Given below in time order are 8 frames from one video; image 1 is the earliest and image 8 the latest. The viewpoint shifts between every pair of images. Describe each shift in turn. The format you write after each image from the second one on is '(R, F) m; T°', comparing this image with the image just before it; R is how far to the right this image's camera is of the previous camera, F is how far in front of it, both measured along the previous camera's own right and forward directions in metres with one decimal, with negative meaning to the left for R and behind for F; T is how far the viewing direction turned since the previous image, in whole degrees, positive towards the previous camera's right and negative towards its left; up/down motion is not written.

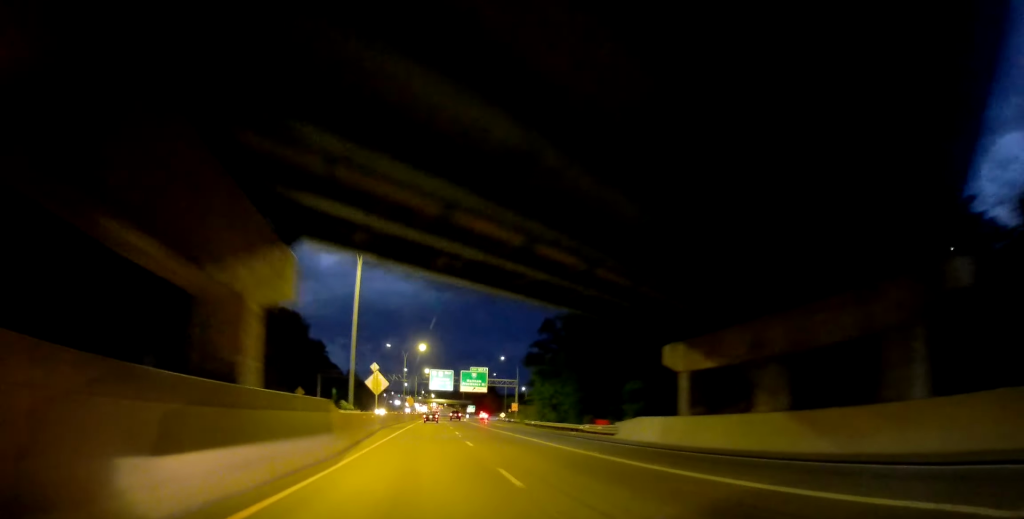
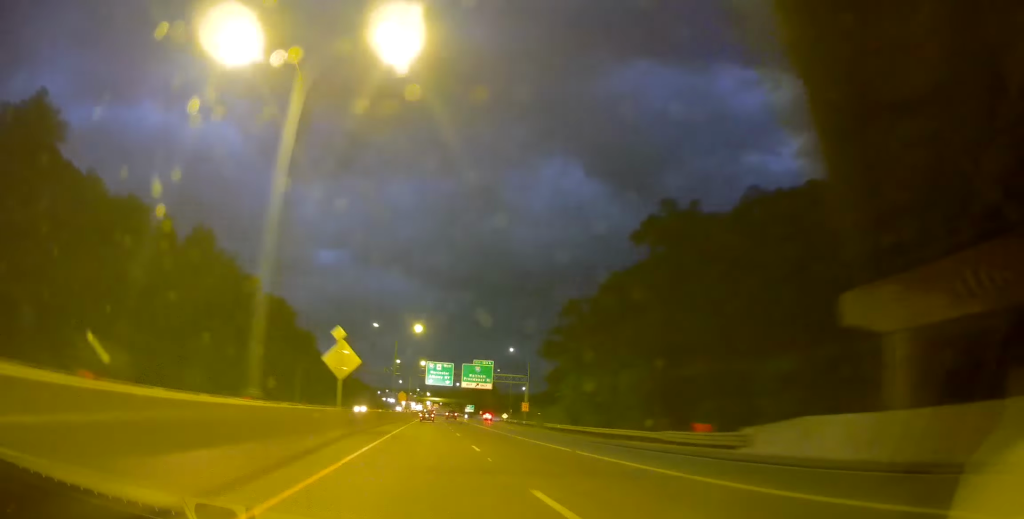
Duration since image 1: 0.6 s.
(0.0, +15.9) m; +1°
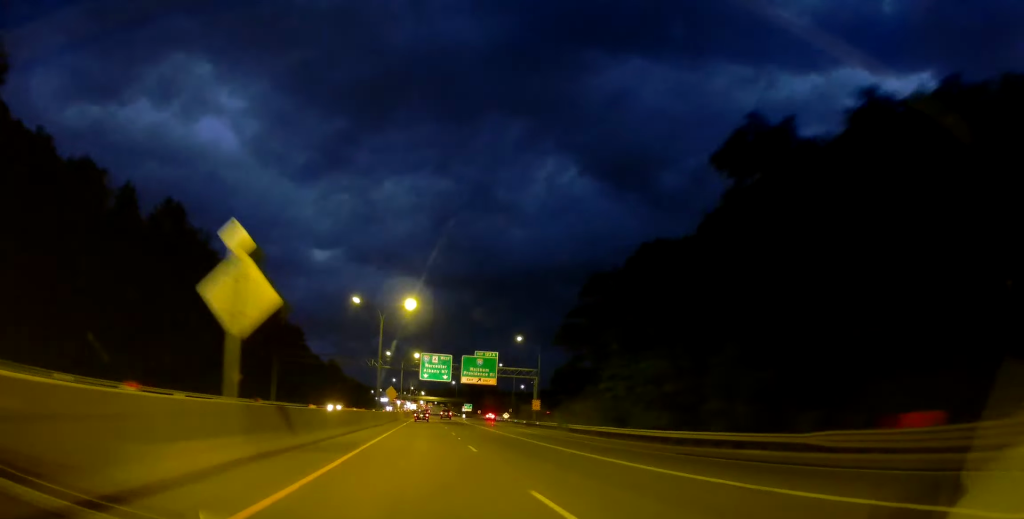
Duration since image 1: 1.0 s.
(-0.2, +13.1) m; +1°
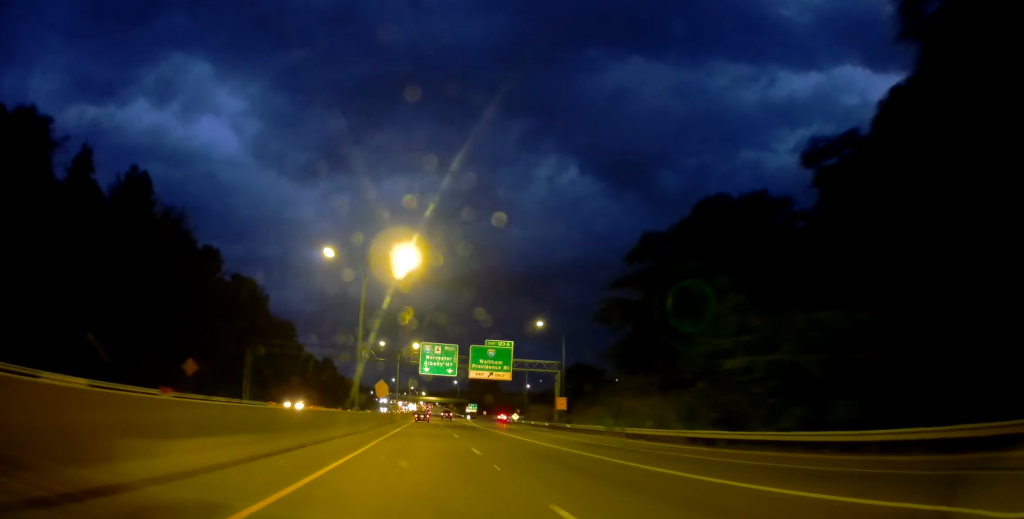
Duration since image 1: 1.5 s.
(+0.4, +14.2) m; +1°
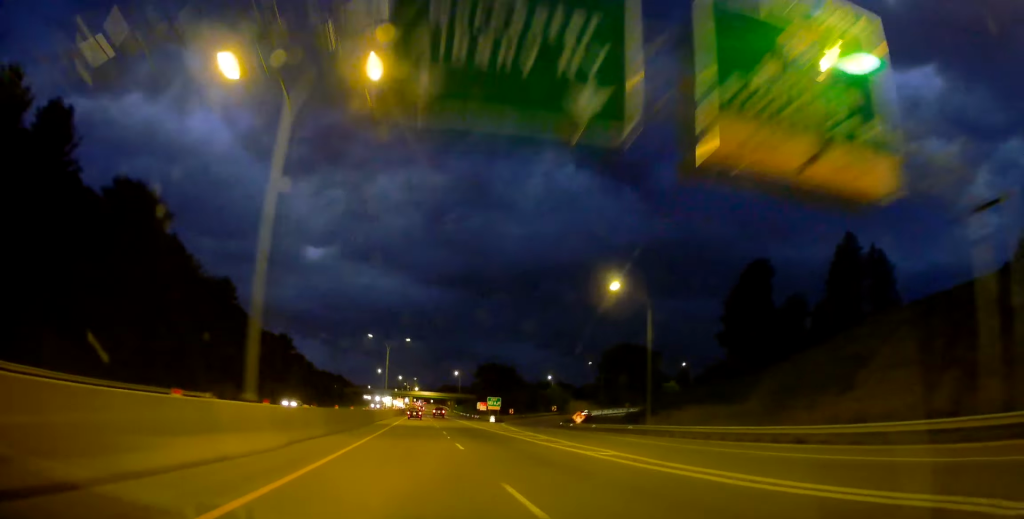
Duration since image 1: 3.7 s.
(+0.9, +61.3) m; 0°
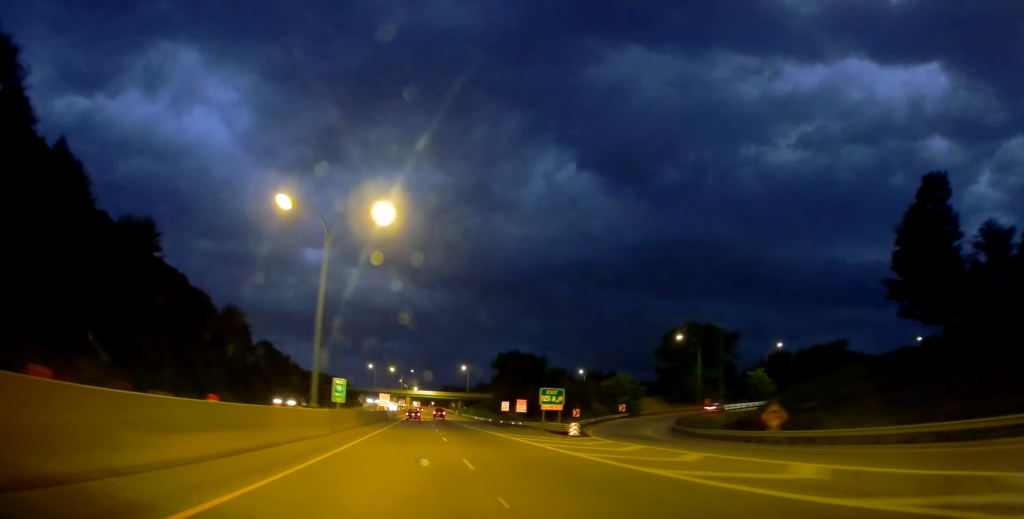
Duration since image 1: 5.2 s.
(+0.2, +44.9) m; 0°
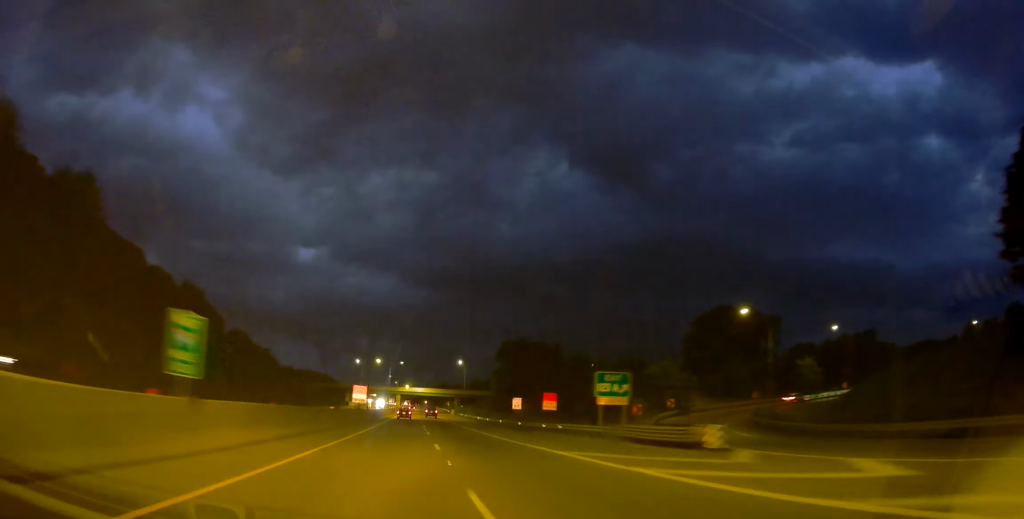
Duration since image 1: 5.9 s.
(-0.3, +19.8) m; 0°
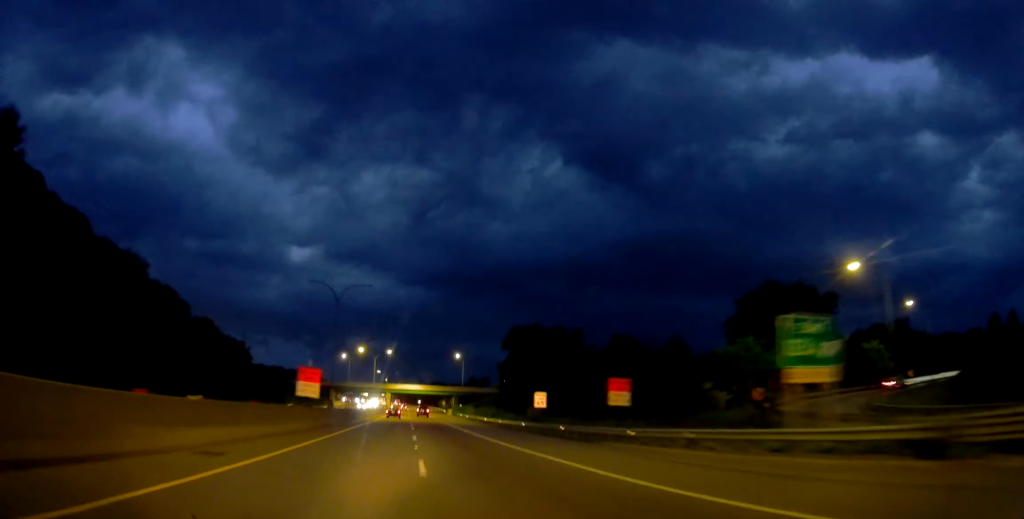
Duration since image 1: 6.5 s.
(+0.1, +19.9) m; 0°
